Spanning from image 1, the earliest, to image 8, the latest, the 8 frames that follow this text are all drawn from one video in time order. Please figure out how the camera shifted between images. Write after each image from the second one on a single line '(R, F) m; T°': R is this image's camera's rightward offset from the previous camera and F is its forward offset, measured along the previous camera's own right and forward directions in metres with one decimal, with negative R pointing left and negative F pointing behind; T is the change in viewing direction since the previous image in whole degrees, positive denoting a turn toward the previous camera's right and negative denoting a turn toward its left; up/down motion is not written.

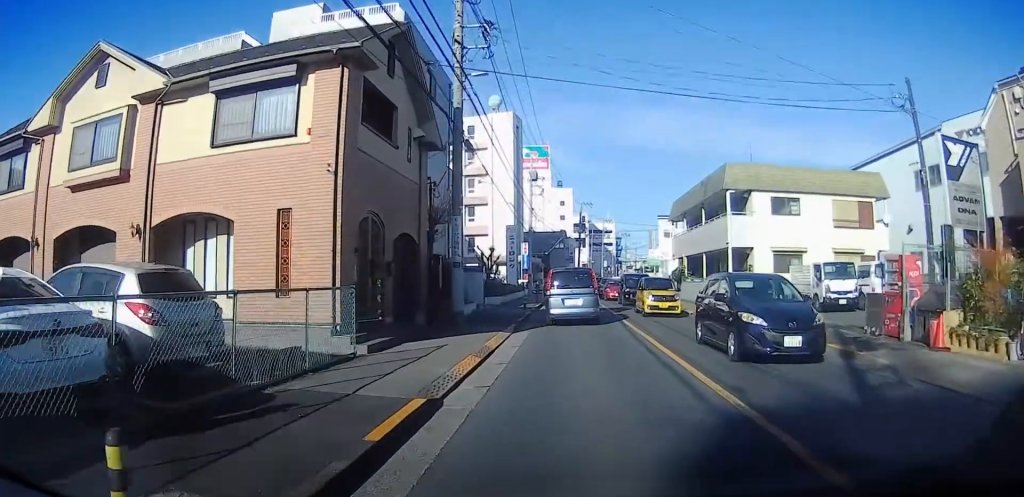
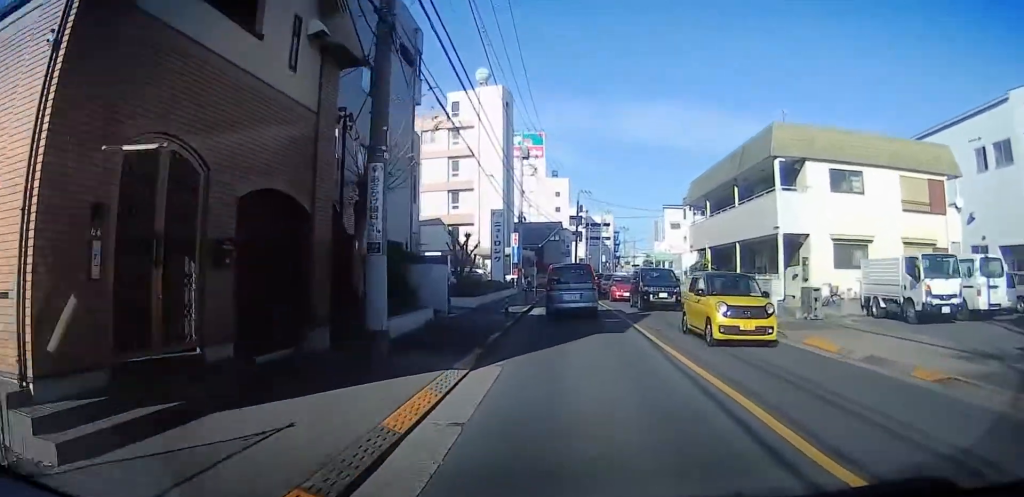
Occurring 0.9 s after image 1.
(-1.1, +7.8) m; +2°
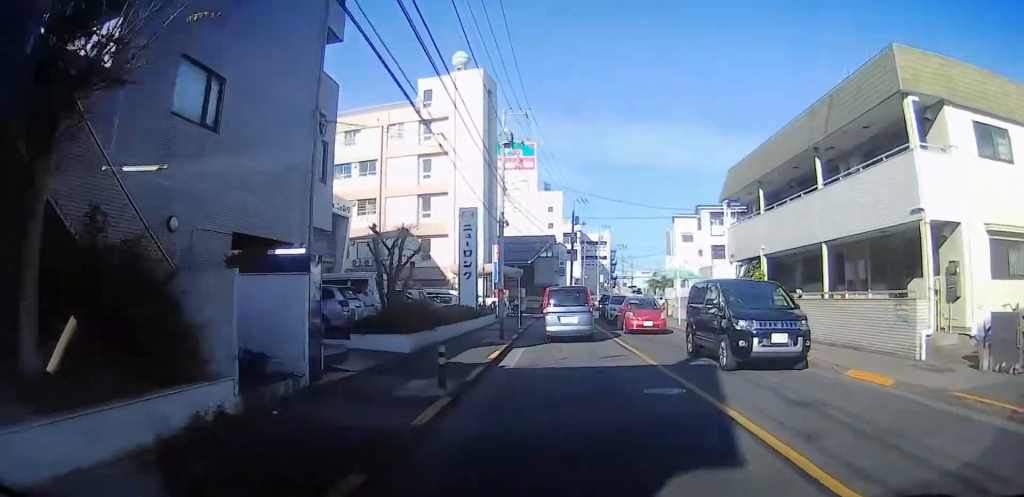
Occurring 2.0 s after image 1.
(+1.6, +9.8) m; +4°
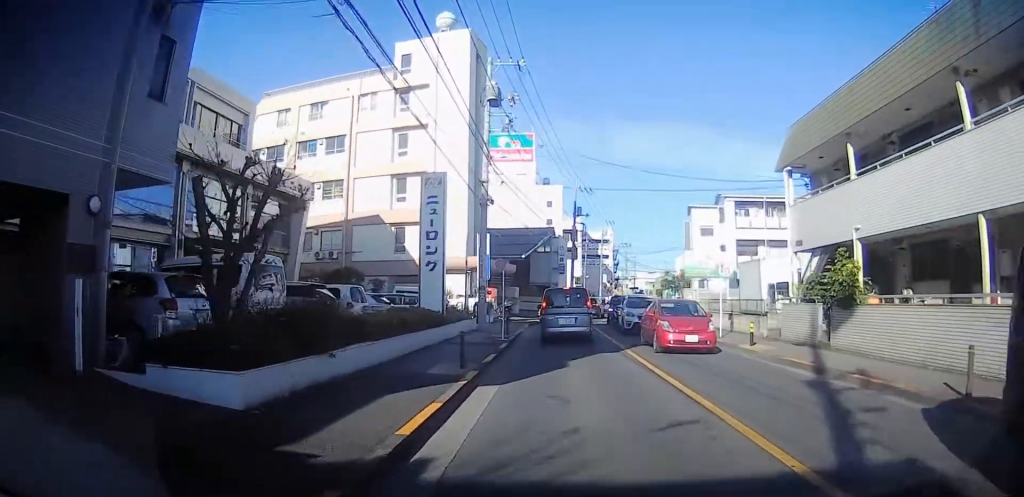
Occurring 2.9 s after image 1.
(-0.7, +7.8) m; -5°
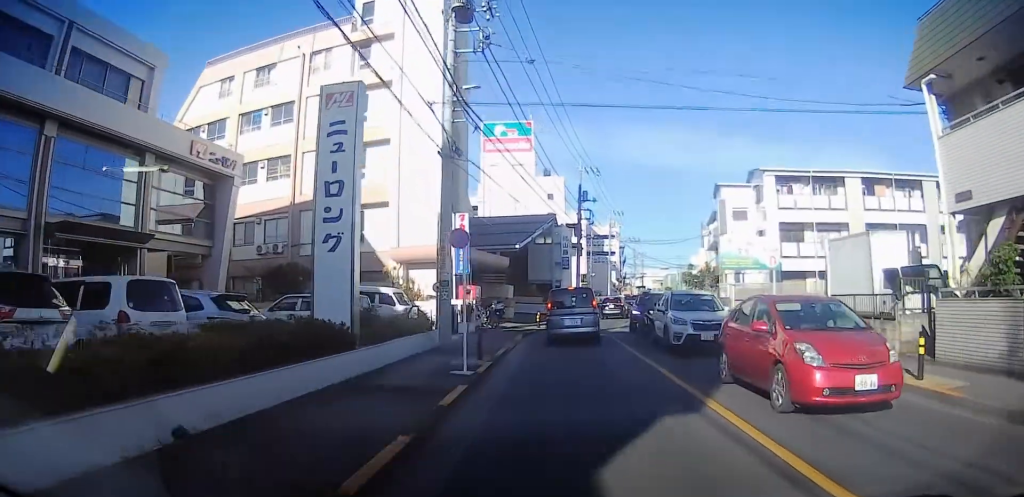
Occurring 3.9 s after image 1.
(0.0, +9.4) m; 0°
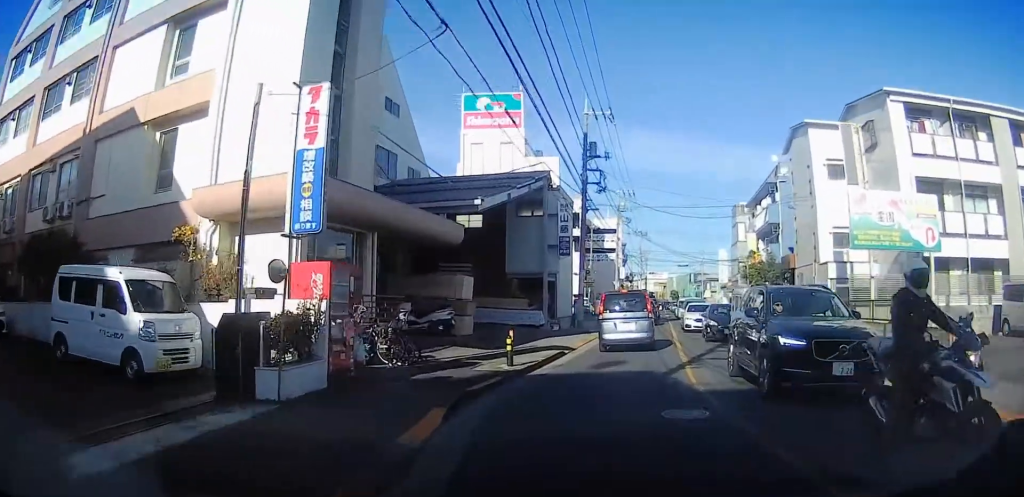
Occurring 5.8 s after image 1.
(0.0, +17.3) m; +1°
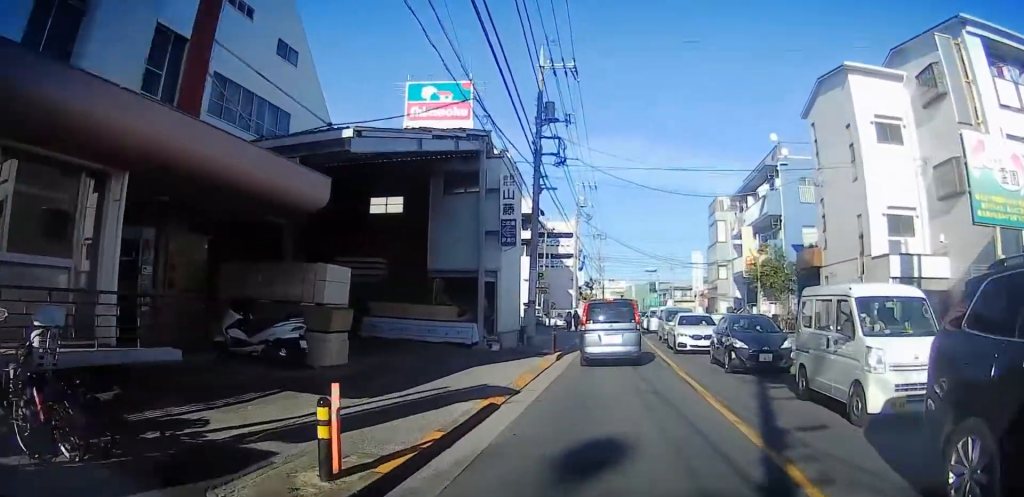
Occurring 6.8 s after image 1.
(+0.2, +8.7) m; +9°
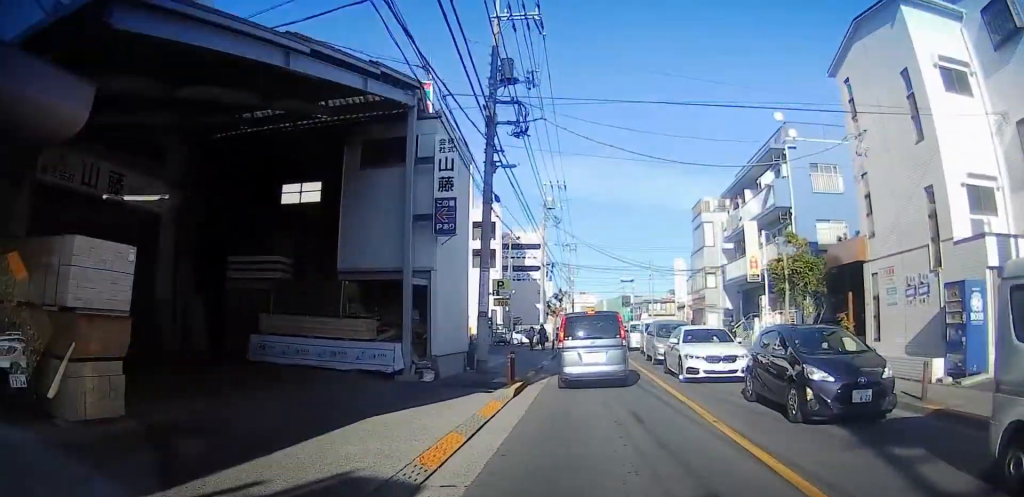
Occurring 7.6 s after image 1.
(+1.2, +4.8) m; 0°
